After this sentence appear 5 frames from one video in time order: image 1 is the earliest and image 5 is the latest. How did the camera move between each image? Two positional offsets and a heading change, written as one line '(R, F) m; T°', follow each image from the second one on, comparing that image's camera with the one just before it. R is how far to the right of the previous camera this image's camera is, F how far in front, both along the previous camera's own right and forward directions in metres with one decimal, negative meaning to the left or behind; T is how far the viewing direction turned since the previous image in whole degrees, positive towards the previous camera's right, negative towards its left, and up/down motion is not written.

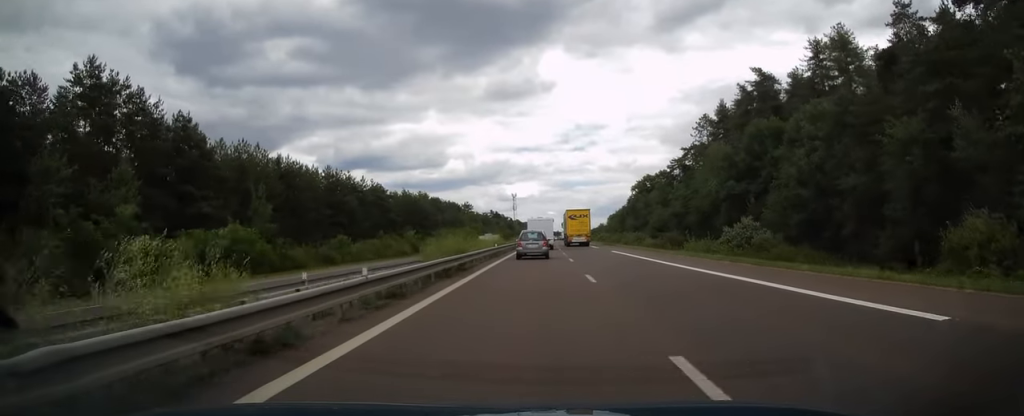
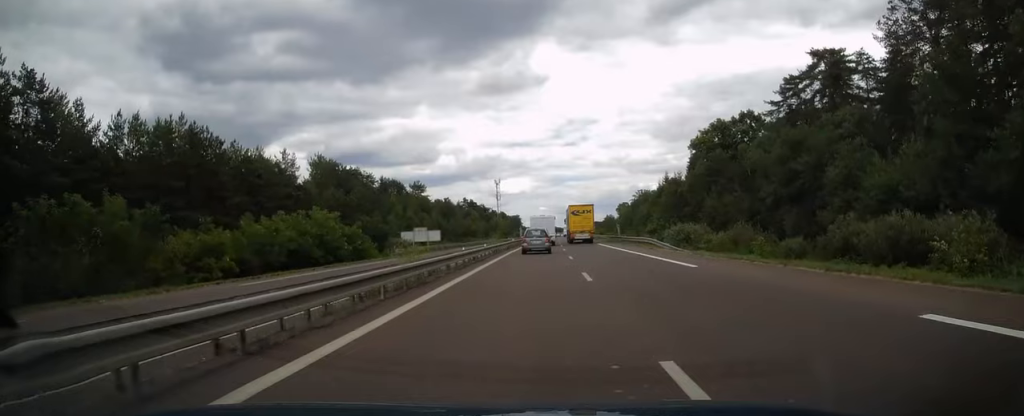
(+0.8, +89.7) m; +1°
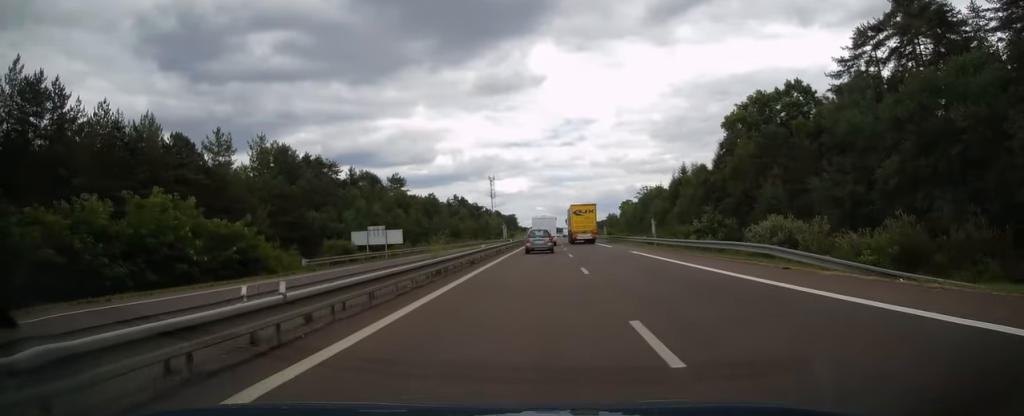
(+0.1, +23.0) m; 0°
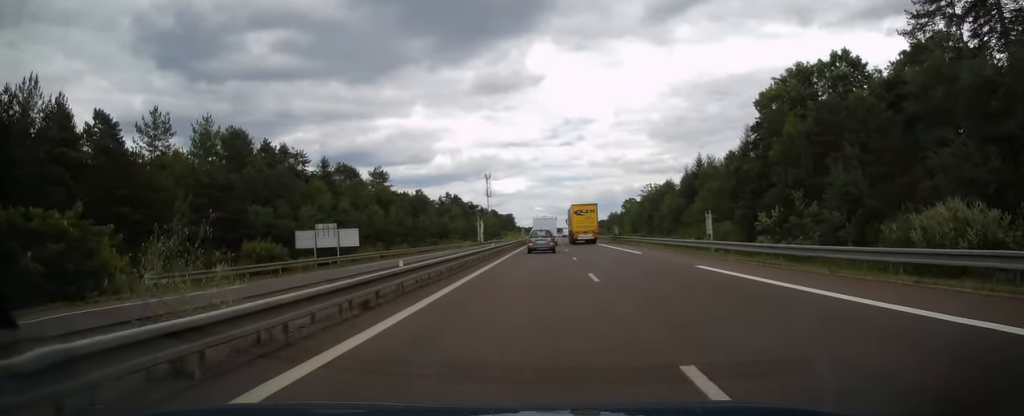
(-0.1, +15.8) m; 0°
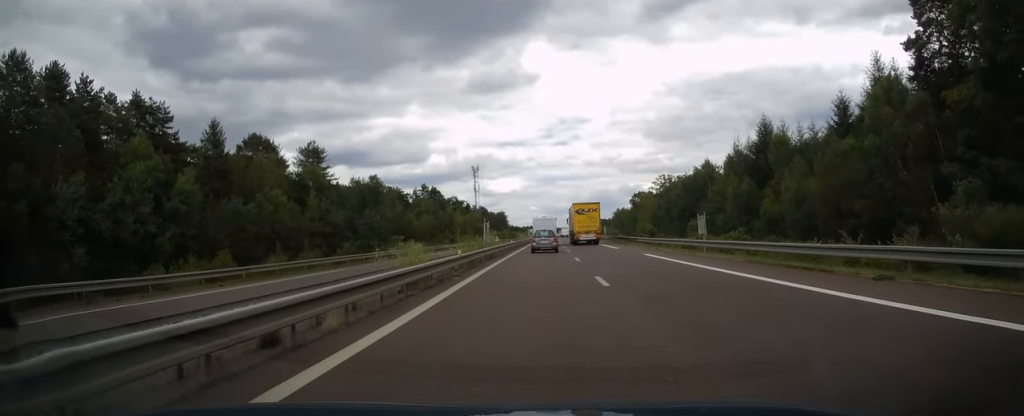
(+0.1, +39.7) m; 0°
